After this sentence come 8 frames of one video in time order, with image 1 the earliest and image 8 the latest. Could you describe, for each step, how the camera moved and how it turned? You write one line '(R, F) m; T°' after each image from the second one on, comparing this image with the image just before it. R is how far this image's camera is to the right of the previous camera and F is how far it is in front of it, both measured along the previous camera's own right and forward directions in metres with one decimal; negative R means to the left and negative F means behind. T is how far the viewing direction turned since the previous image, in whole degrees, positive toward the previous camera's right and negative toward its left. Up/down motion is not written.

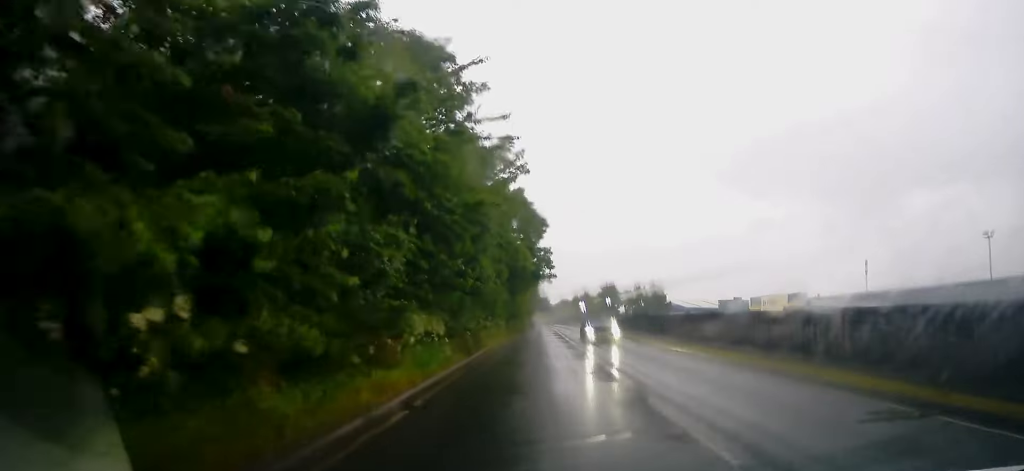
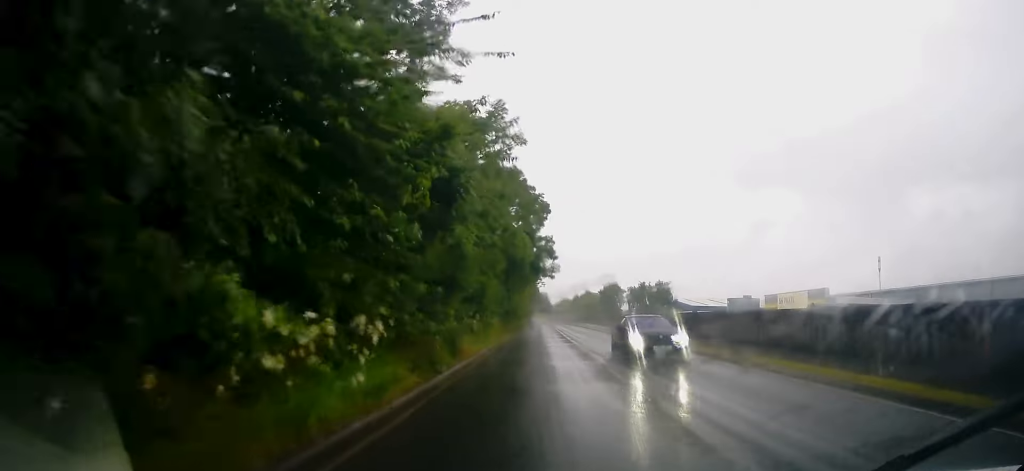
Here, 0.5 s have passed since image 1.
(0.0, +6.4) m; 0°
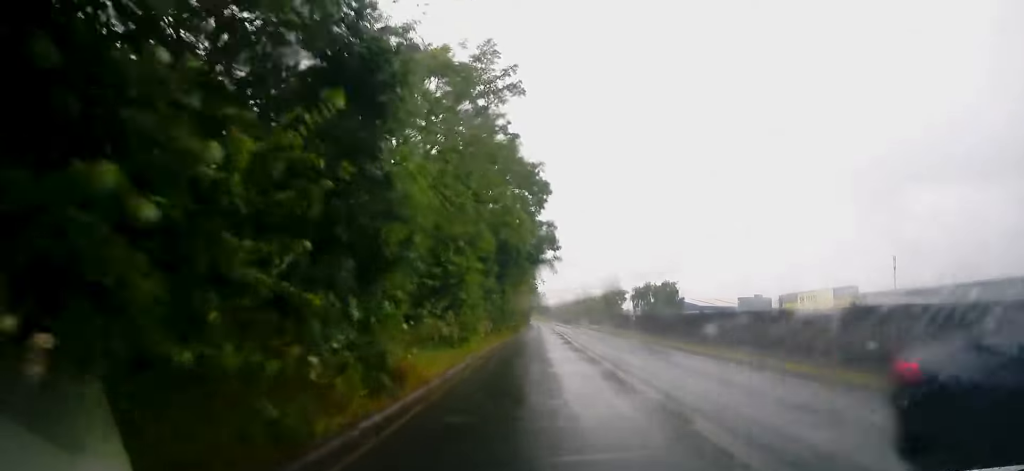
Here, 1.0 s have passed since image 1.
(-0.4, +7.4) m; 0°
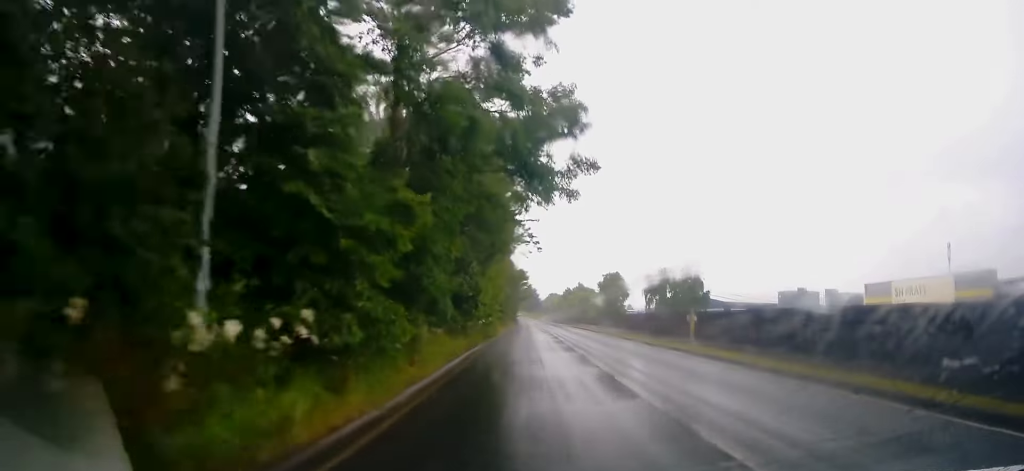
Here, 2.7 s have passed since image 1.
(+0.6, +24.3) m; +2°
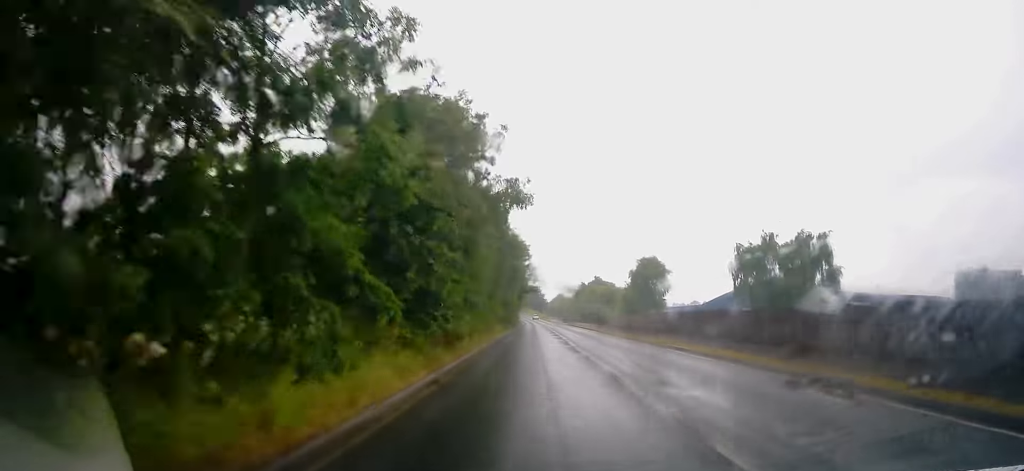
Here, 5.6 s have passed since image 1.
(-0.2, +42.5) m; -1°
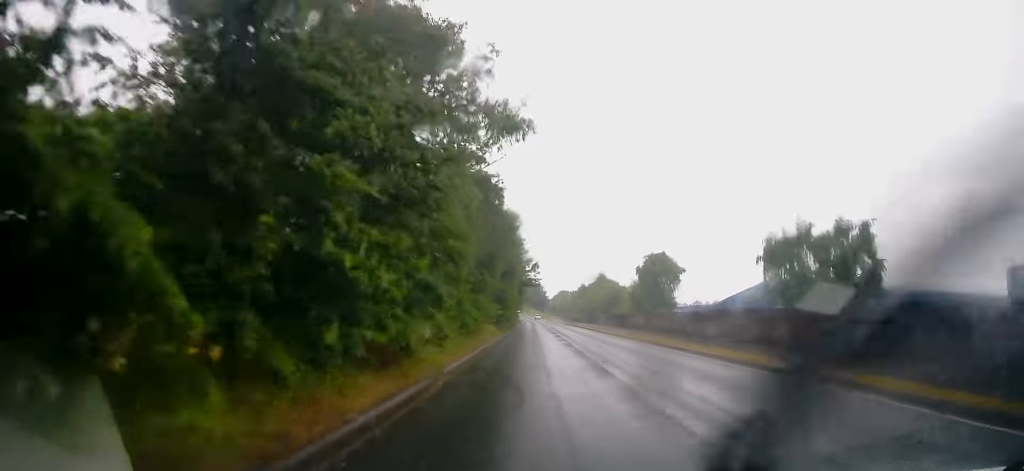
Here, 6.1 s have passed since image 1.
(-0.1, +8.0) m; 0°
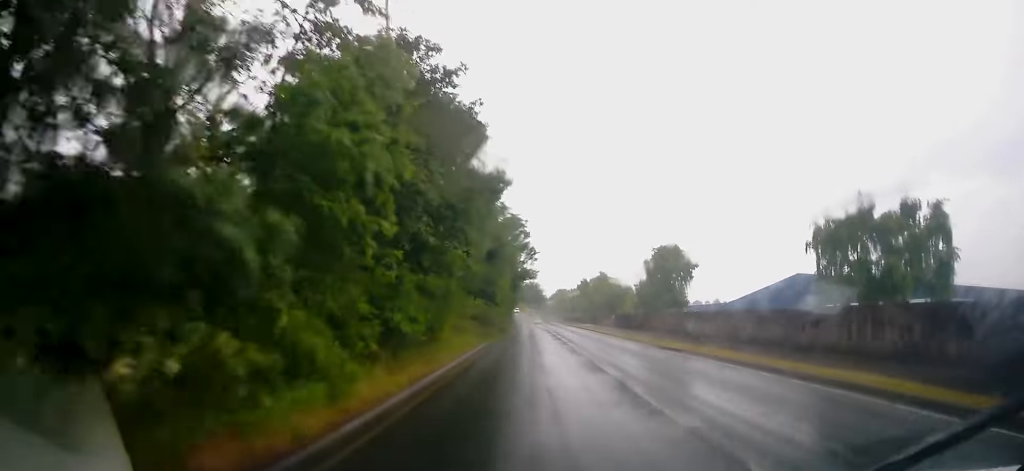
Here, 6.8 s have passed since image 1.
(+0.1, +10.8) m; +1°
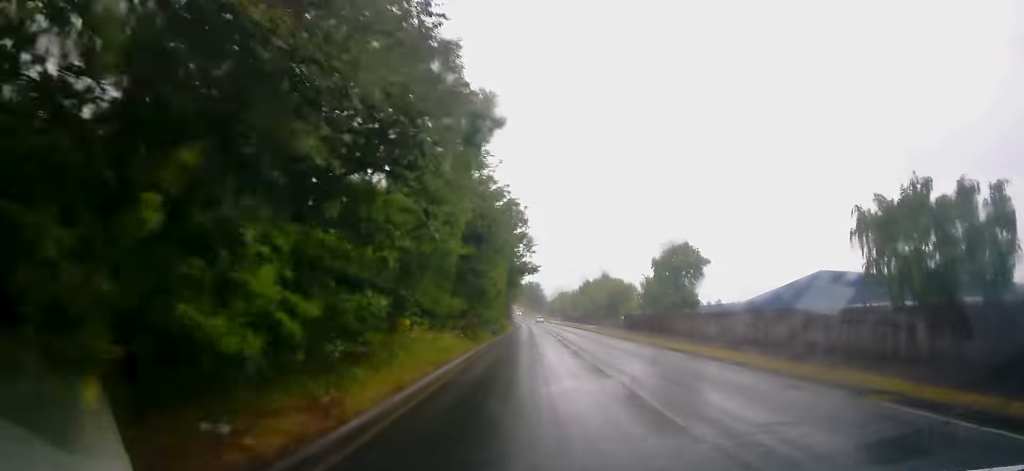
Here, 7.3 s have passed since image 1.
(0.0, +6.8) m; 0°
